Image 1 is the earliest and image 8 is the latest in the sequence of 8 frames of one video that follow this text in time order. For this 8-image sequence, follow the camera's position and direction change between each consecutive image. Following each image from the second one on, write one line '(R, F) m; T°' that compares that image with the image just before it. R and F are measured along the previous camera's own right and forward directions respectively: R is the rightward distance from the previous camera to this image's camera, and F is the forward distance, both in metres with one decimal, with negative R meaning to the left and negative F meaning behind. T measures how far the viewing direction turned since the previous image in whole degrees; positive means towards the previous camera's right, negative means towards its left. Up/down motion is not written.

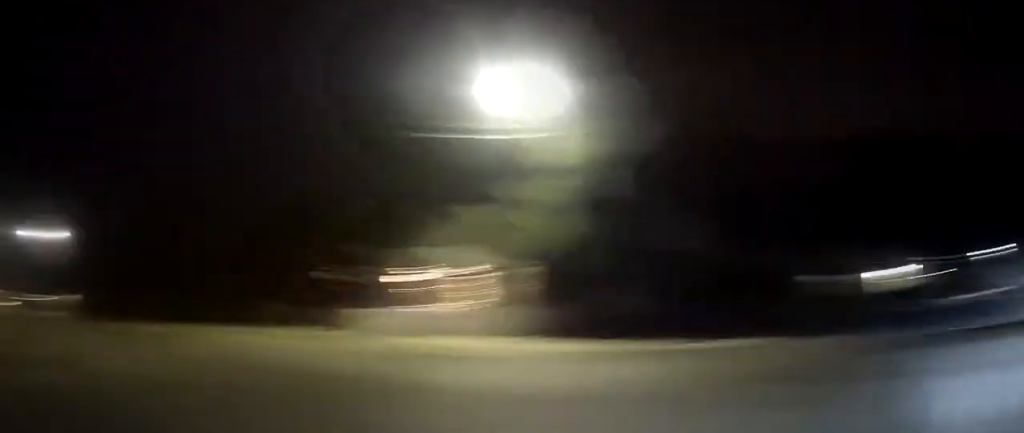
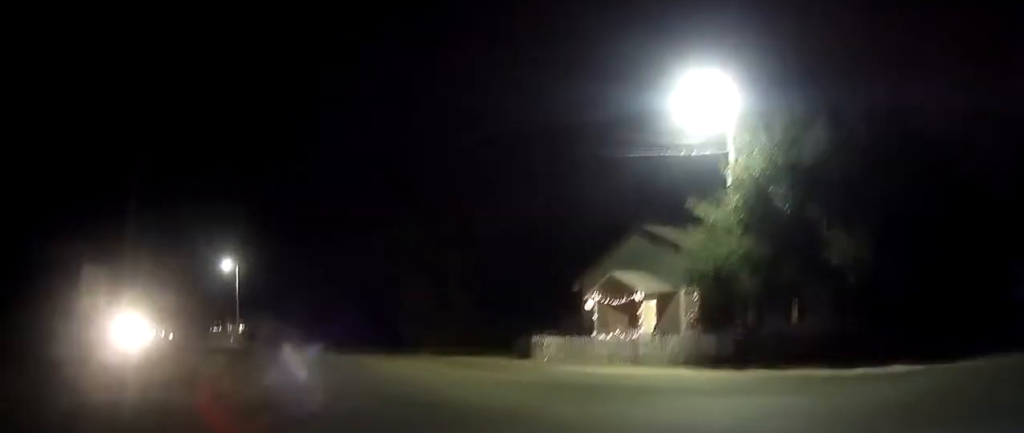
(-0.1, +2.1) m; -4°
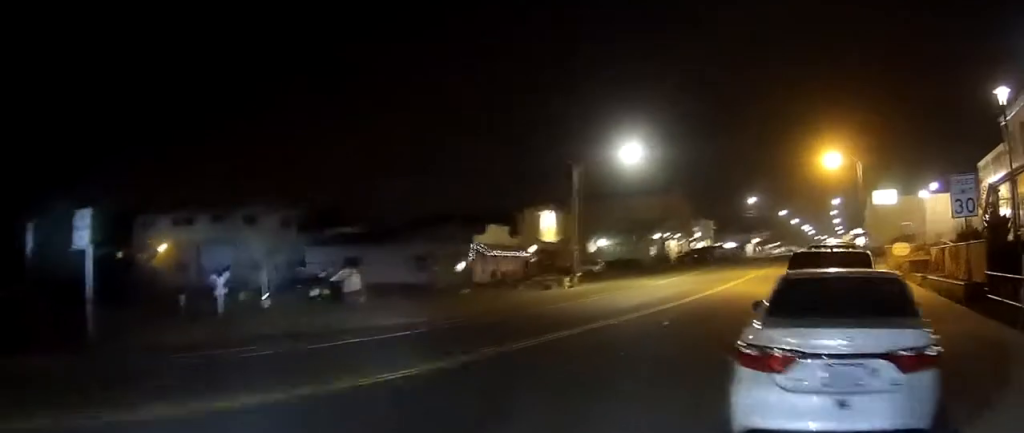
(+0.3, +5.8) m; +14°
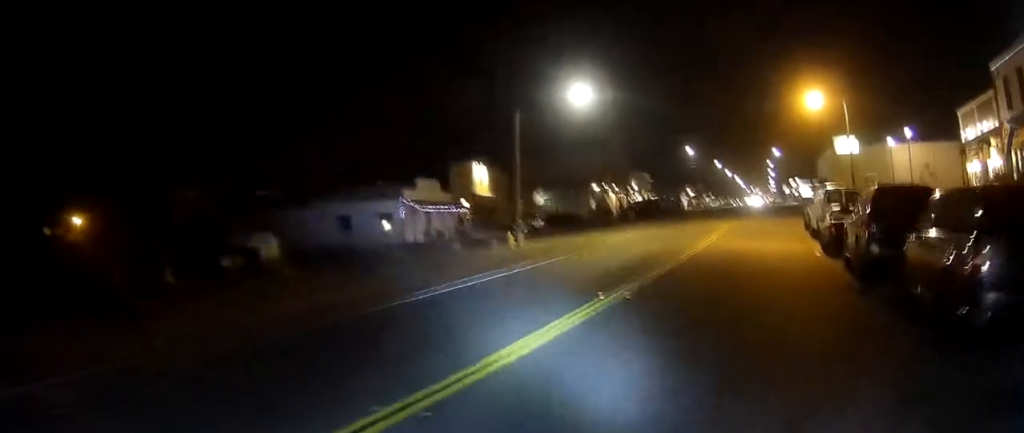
(+0.9, +5.3) m; +21°
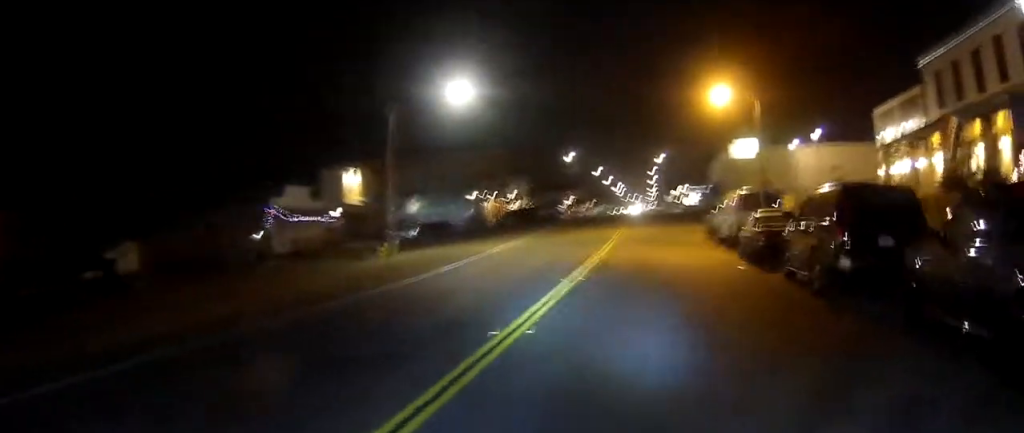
(0.0, +2.8) m; +10°
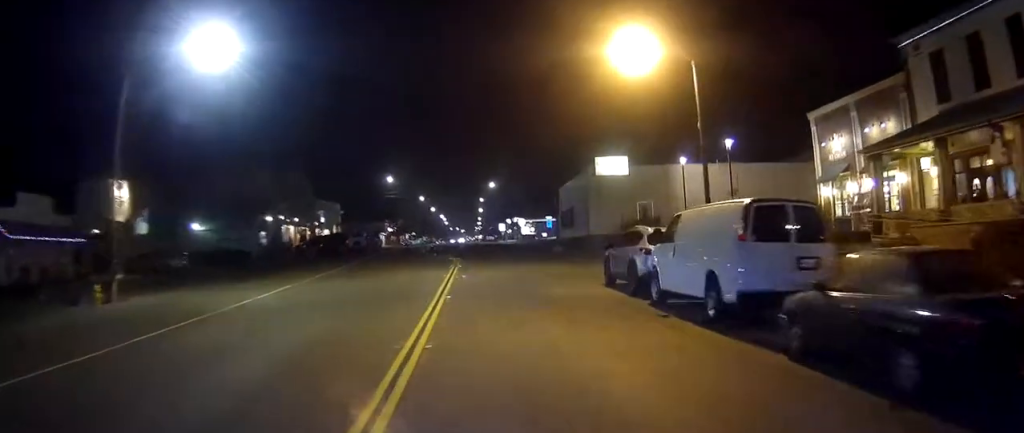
(+3.1, +13.5) m; +17°
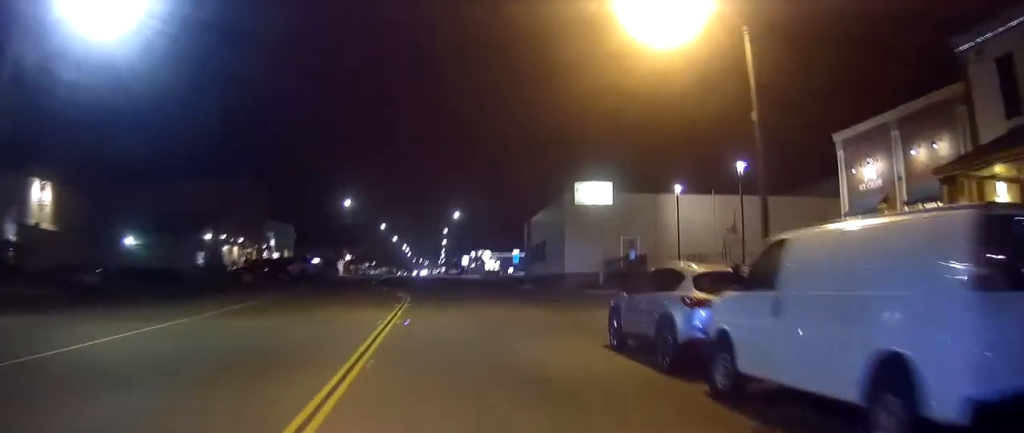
(+0.2, +6.2) m; +2°
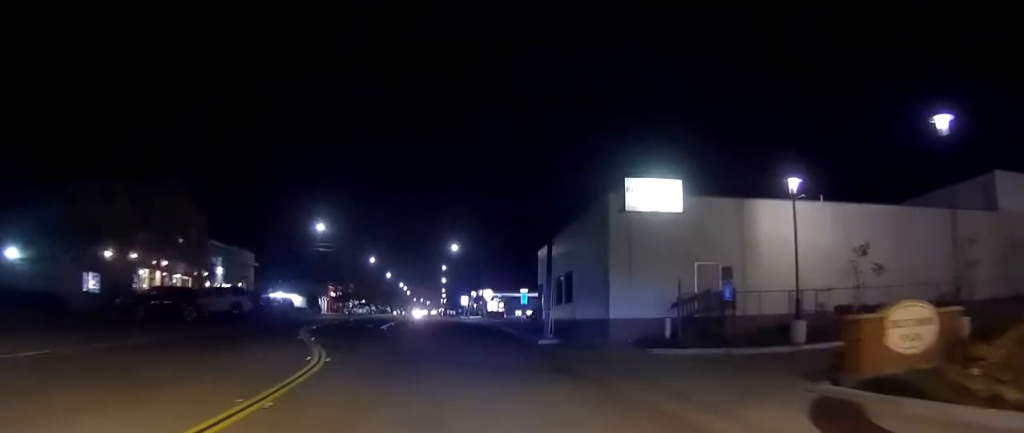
(+0.1, +16.2) m; -1°
